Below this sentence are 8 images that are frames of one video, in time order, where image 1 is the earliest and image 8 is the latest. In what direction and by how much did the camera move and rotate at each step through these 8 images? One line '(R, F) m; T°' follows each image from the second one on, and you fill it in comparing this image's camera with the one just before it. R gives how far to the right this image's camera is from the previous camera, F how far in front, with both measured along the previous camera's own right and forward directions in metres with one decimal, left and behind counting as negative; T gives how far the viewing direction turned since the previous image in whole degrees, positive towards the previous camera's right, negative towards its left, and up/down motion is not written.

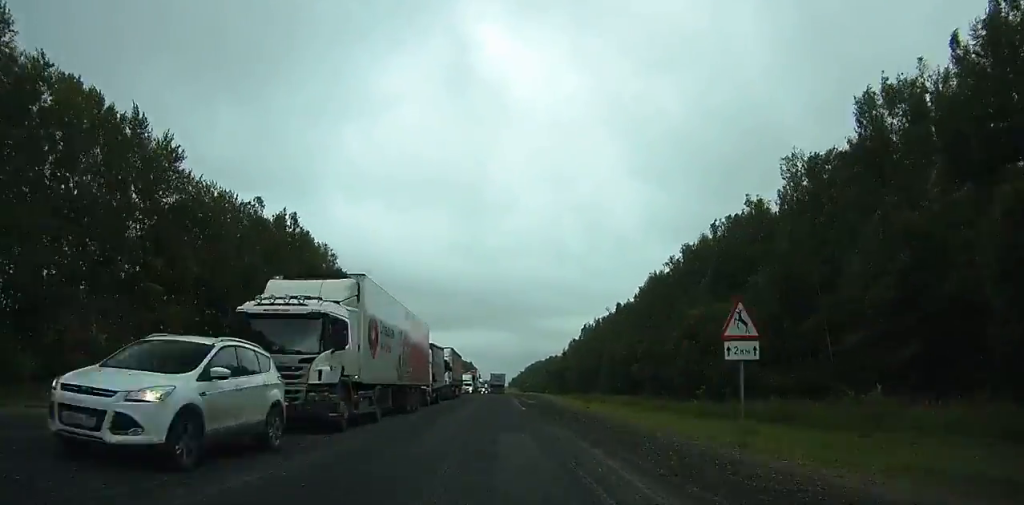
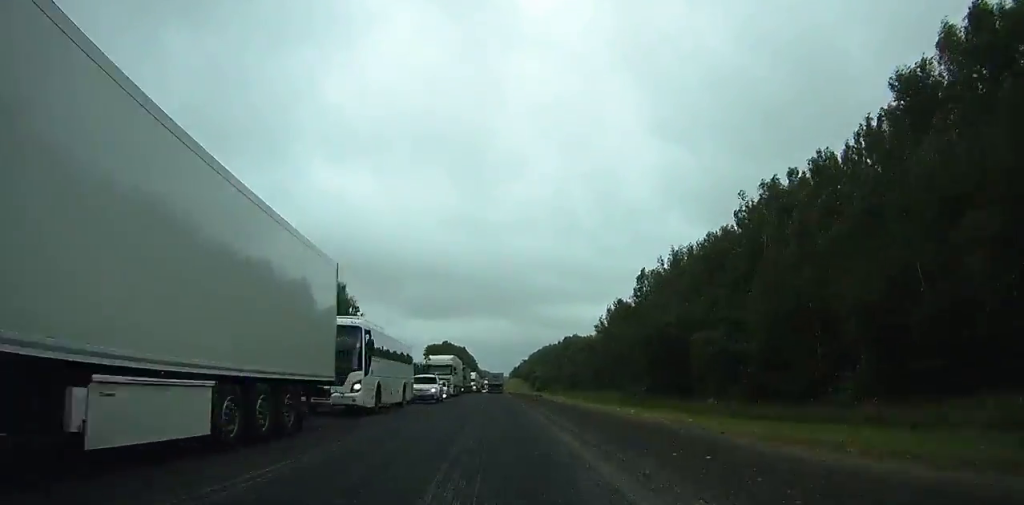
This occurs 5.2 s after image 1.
(-0.3, +102.5) m; 0°
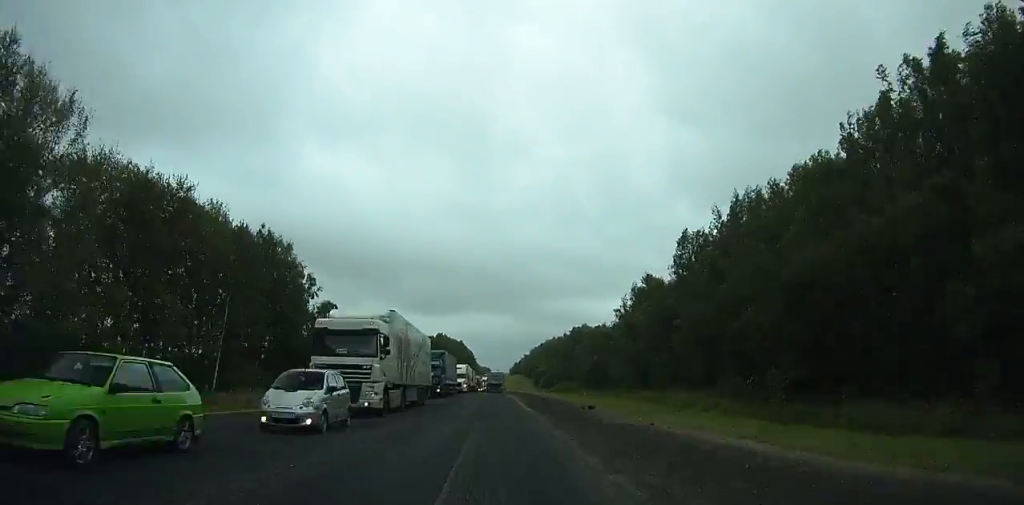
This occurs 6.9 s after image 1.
(-0.1, +33.4) m; 0°
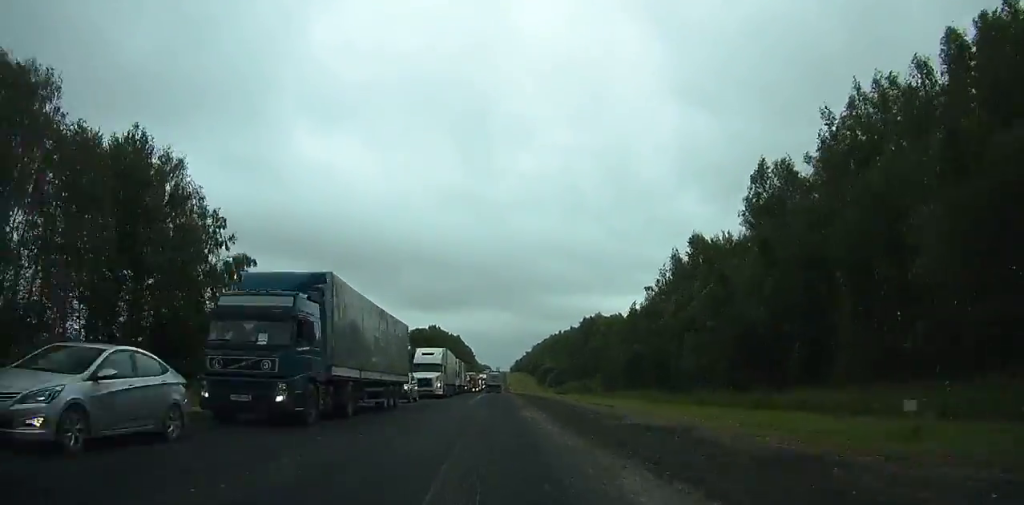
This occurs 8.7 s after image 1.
(+0.1, +35.5) m; 0°
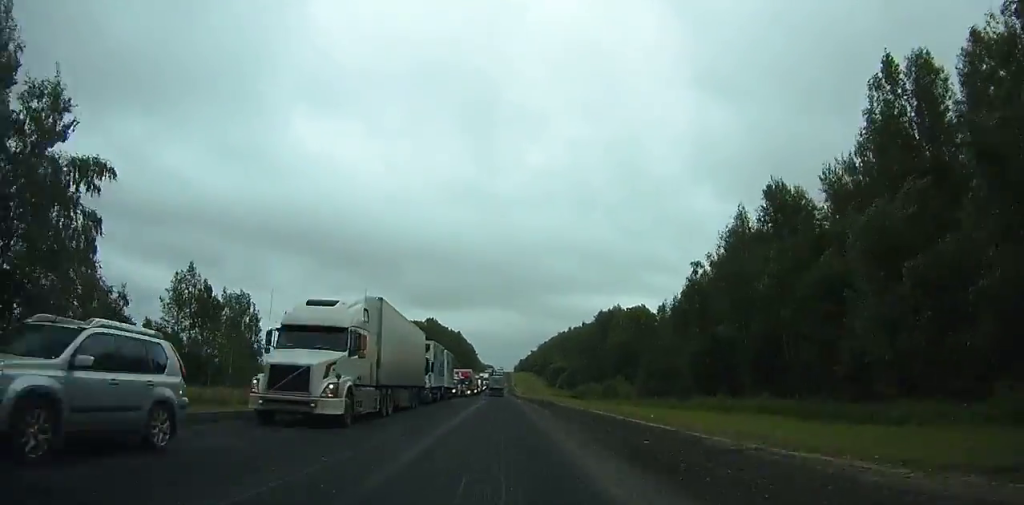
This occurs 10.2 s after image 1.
(0.0, +29.7) m; 0°
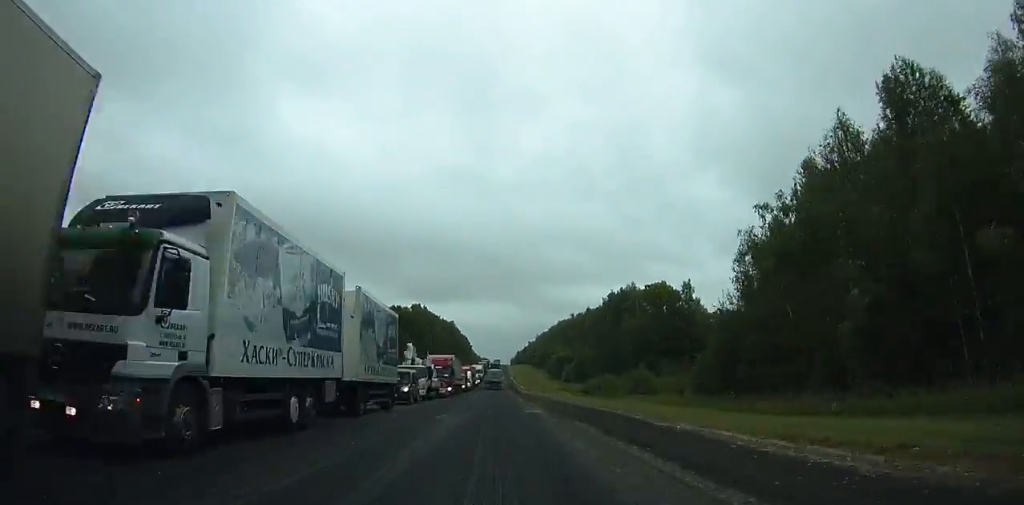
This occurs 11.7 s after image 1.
(+0.1, +29.9) m; +3°
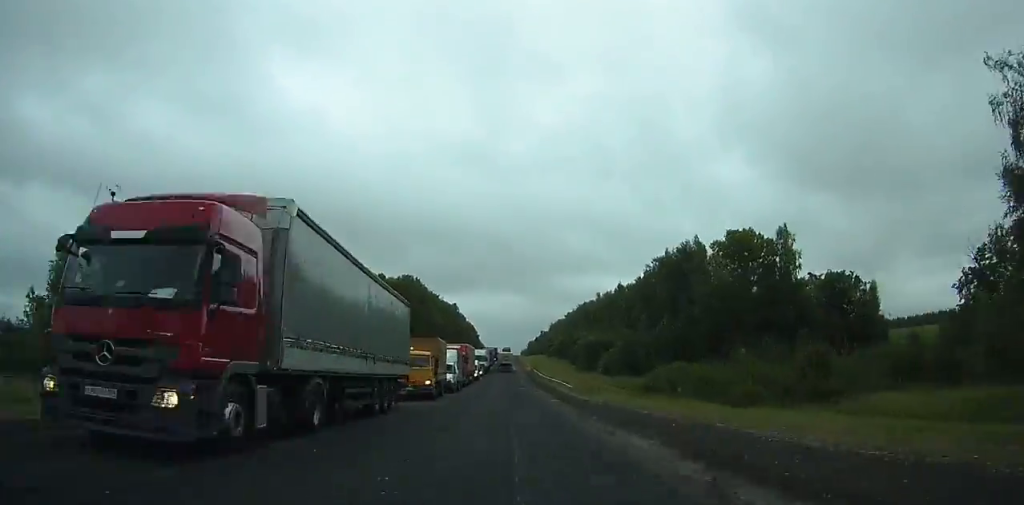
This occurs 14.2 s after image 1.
(+1.0, +49.8) m; +4°
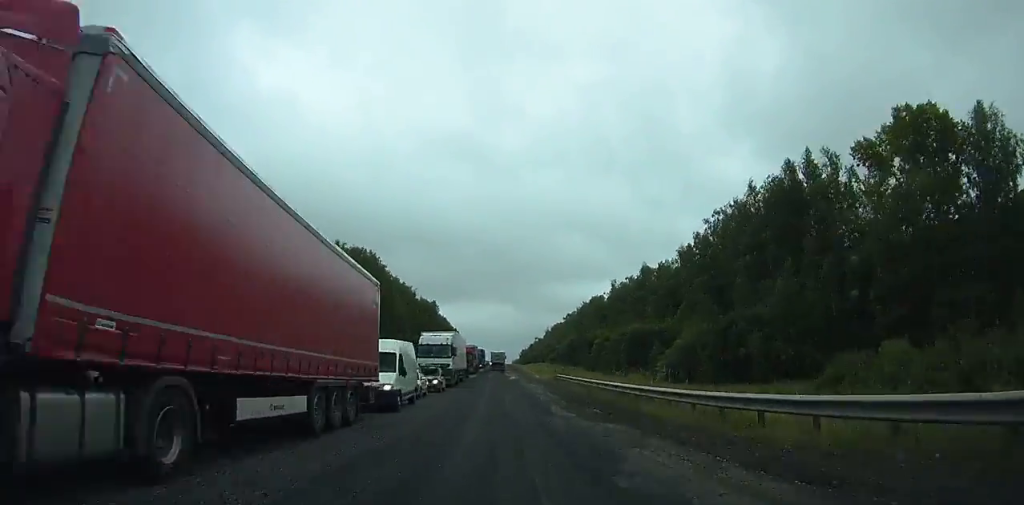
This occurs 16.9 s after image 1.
(+5.4, +53.3) m; -4°
